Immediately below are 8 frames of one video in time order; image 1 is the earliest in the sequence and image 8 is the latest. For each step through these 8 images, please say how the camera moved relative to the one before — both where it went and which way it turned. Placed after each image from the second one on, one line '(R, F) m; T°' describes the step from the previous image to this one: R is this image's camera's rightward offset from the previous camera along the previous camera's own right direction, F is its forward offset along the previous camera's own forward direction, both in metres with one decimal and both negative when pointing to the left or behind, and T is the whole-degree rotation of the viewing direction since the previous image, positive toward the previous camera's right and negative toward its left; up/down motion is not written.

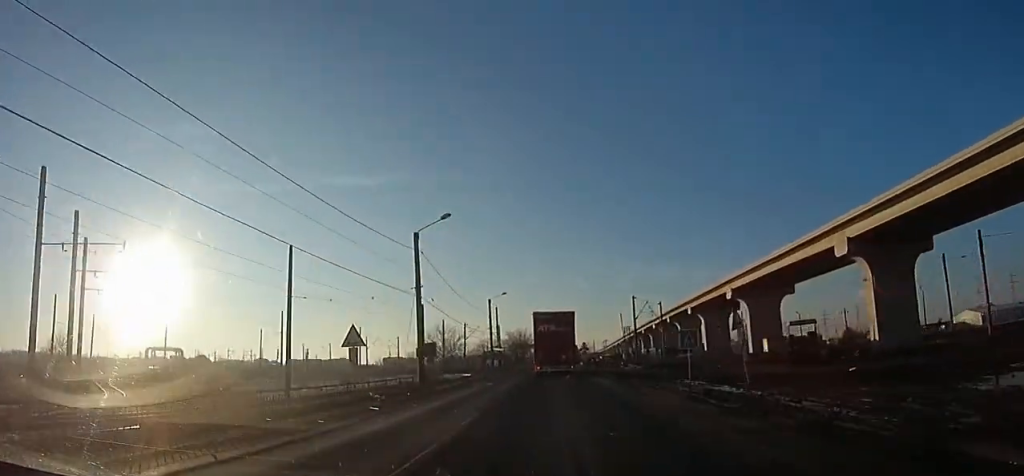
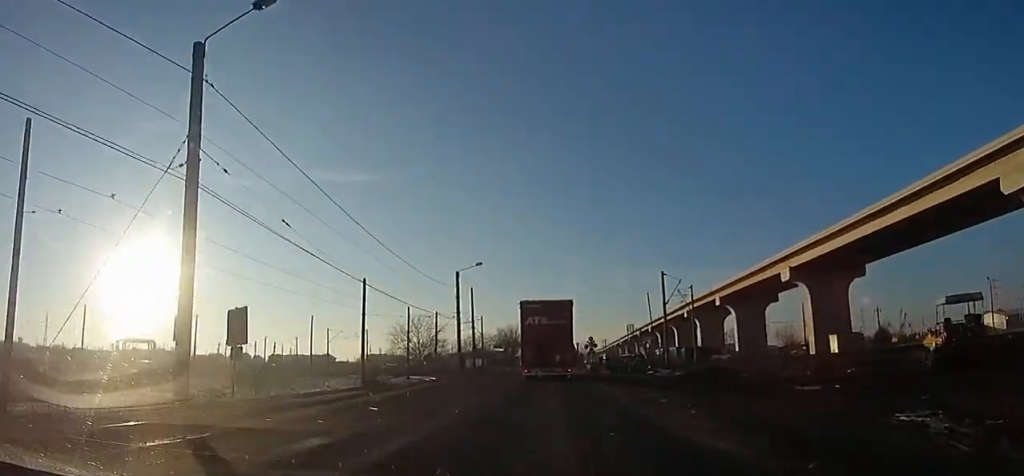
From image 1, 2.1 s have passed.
(0.0, +16.7) m; 0°
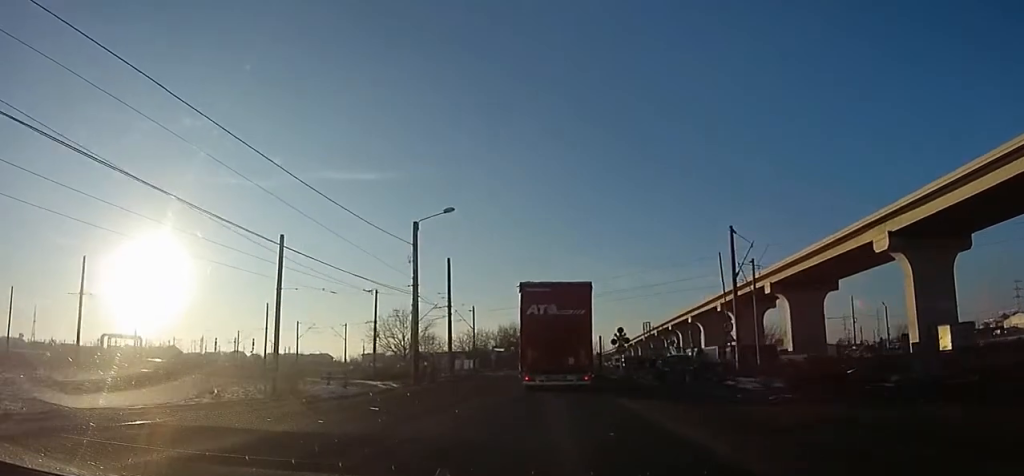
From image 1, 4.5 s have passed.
(0.0, +14.9) m; 0°
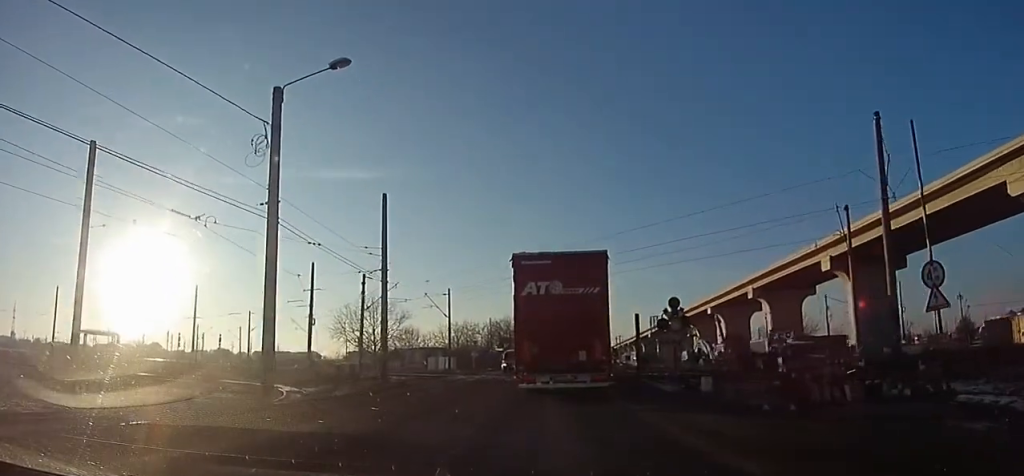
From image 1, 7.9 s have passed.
(0.0, +15.0) m; 0°
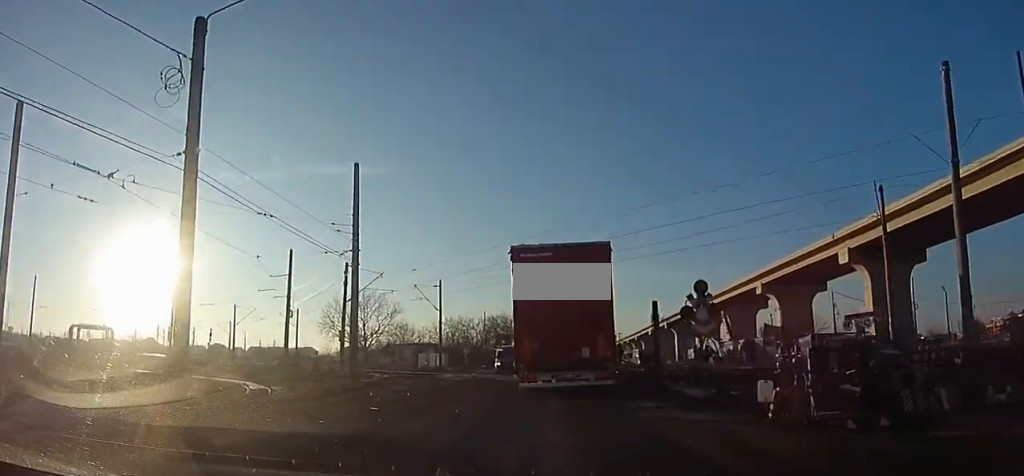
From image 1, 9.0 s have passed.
(0.0, +3.8) m; 0°
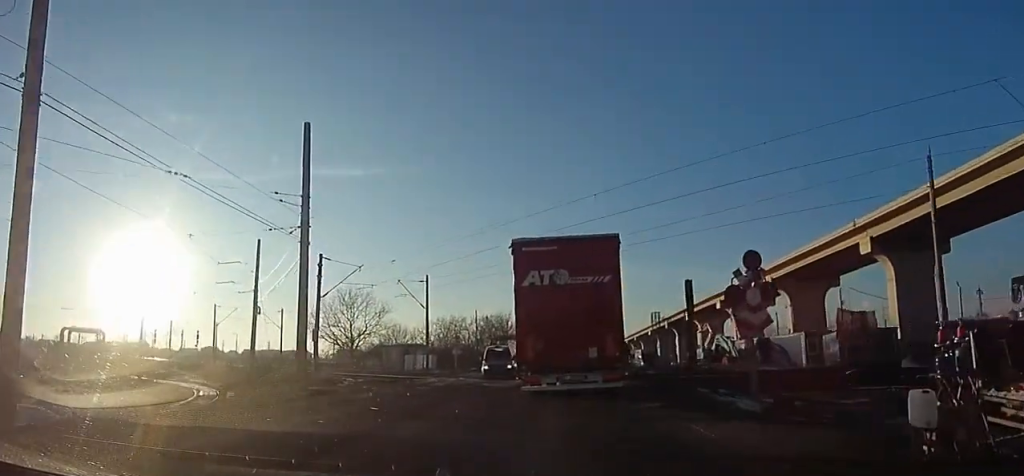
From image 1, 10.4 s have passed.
(0.0, +4.4) m; 0°
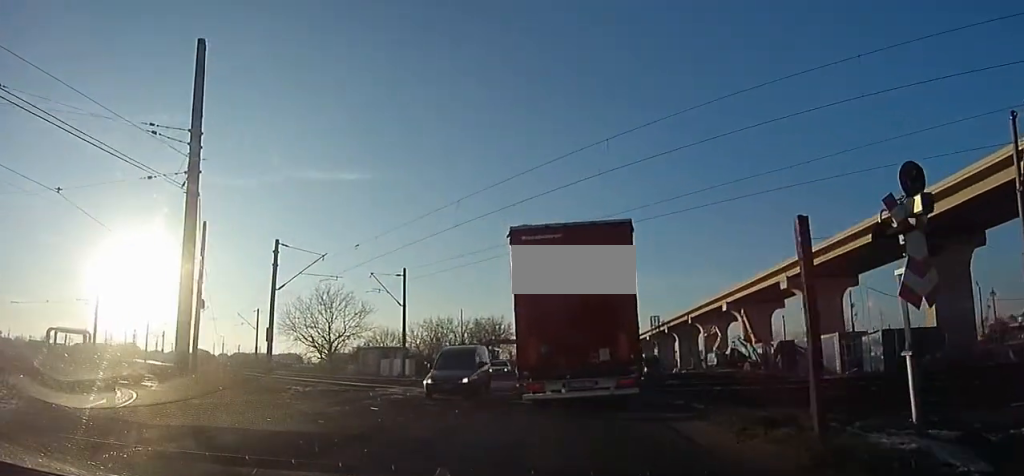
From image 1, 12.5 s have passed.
(0.0, +5.9) m; +2°
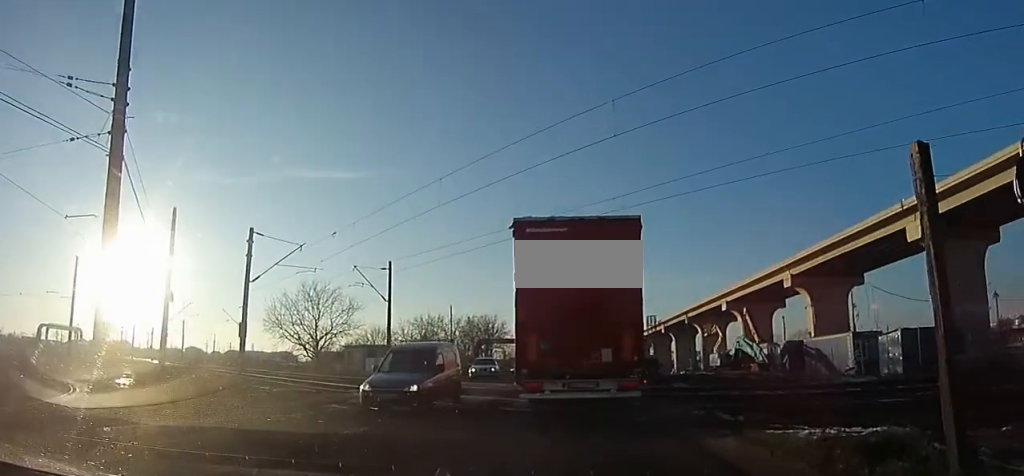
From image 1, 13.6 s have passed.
(-0.1, +2.7) m; +3°
